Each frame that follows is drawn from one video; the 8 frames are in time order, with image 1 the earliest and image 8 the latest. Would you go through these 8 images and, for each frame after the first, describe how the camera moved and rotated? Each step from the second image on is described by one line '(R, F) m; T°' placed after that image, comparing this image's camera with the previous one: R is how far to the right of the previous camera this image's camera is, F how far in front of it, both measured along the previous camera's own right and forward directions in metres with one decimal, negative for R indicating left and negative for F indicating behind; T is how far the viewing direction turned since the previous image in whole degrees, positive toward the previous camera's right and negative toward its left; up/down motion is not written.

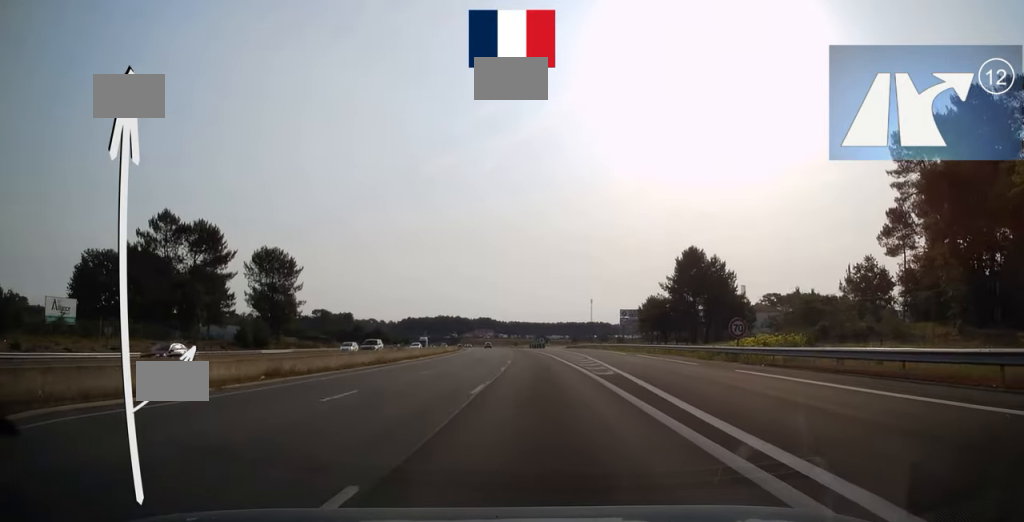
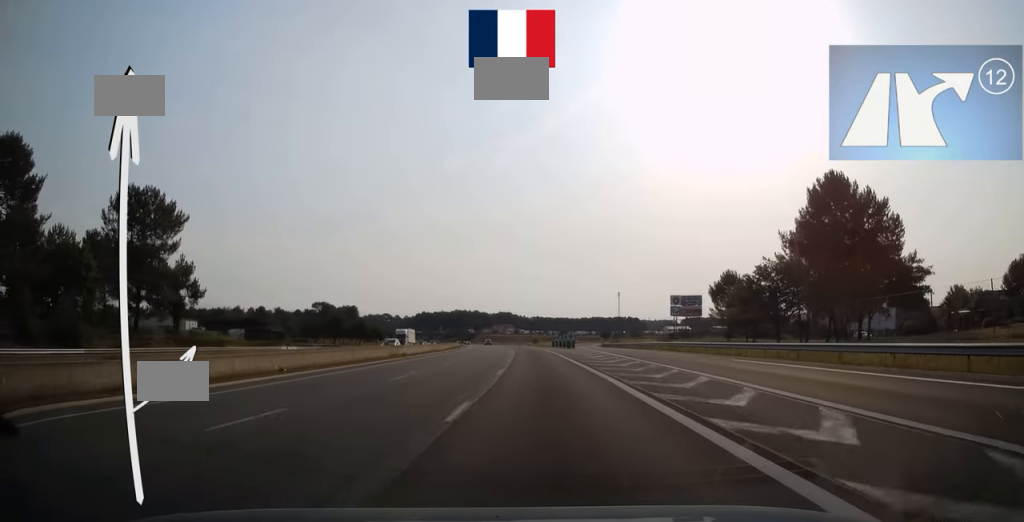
(-1.0, +45.2) m; -3°
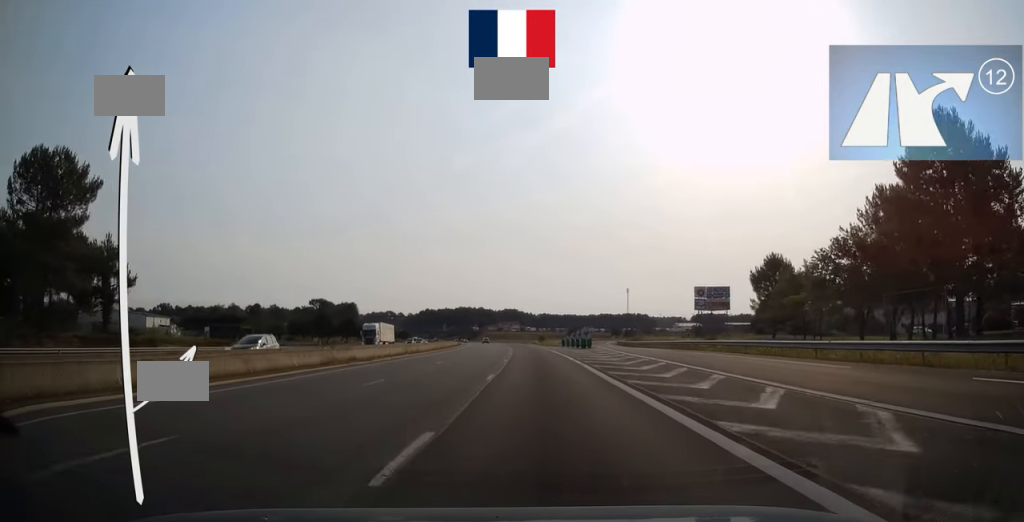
(-0.2, +17.4) m; -1°
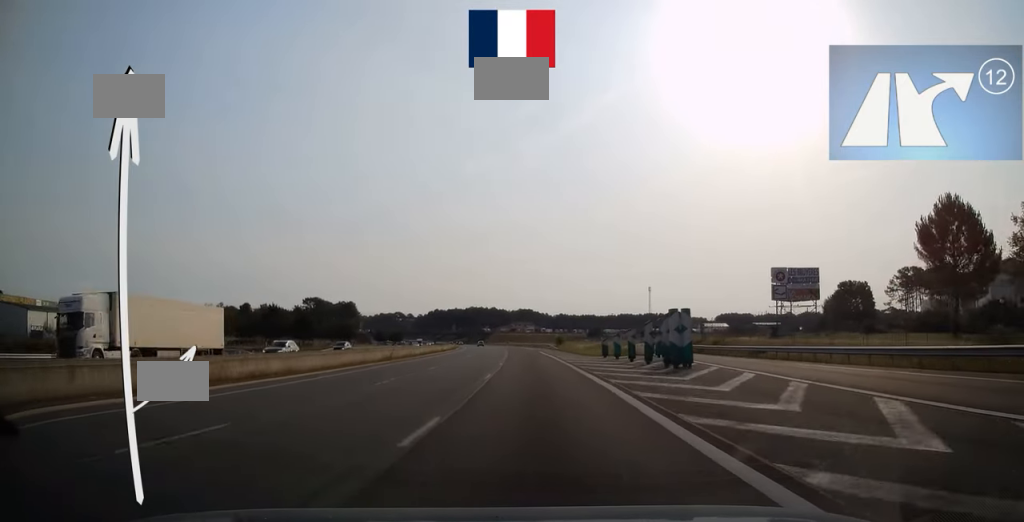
(-0.4, +37.2) m; -1°
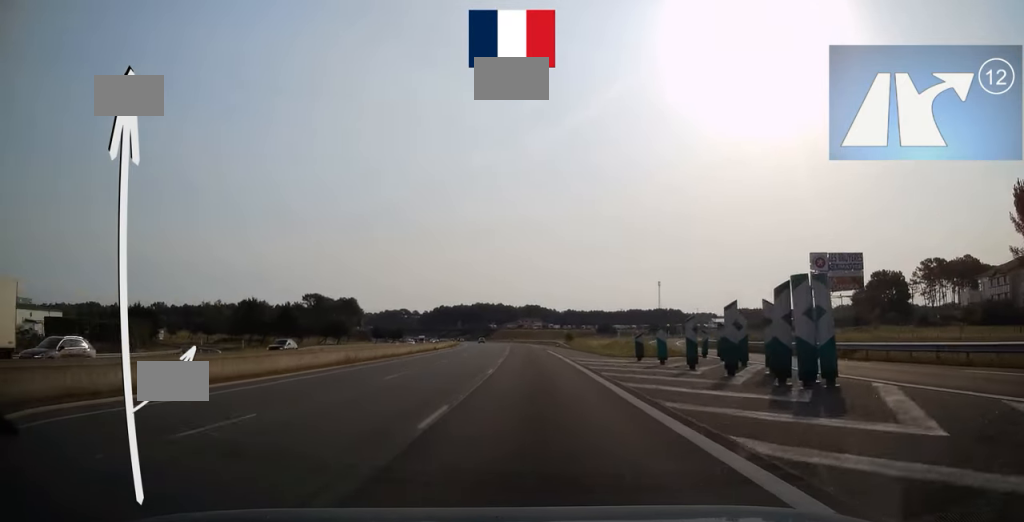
(0.0, +11.9) m; 0°
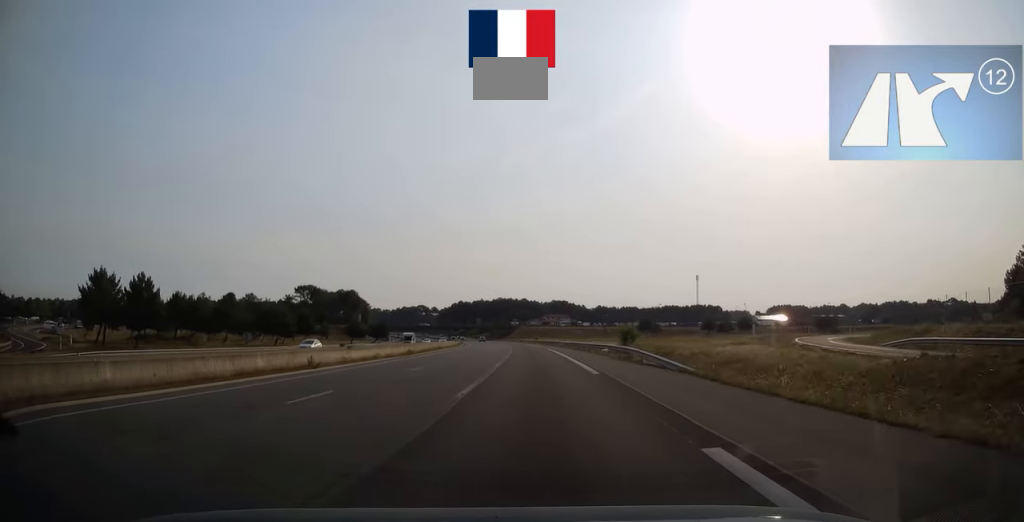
(-1.3, +48.1) m; -3°
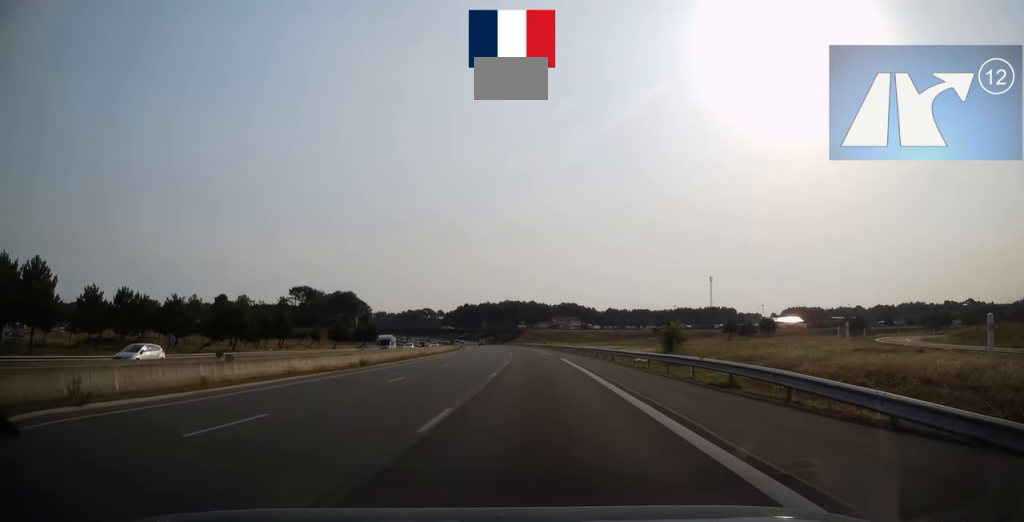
(-0.2, +17.4) m; -1°
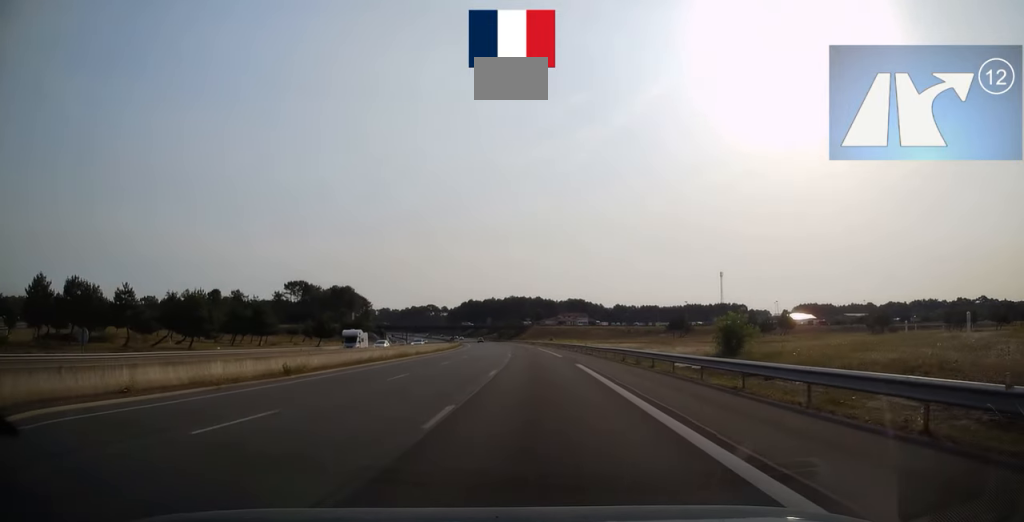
(0.0, +12.9) m; -1°
